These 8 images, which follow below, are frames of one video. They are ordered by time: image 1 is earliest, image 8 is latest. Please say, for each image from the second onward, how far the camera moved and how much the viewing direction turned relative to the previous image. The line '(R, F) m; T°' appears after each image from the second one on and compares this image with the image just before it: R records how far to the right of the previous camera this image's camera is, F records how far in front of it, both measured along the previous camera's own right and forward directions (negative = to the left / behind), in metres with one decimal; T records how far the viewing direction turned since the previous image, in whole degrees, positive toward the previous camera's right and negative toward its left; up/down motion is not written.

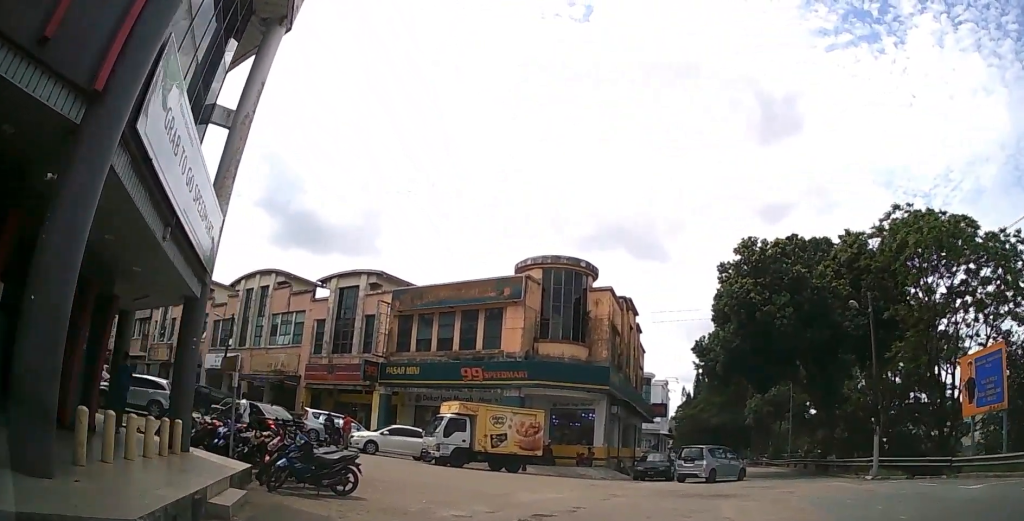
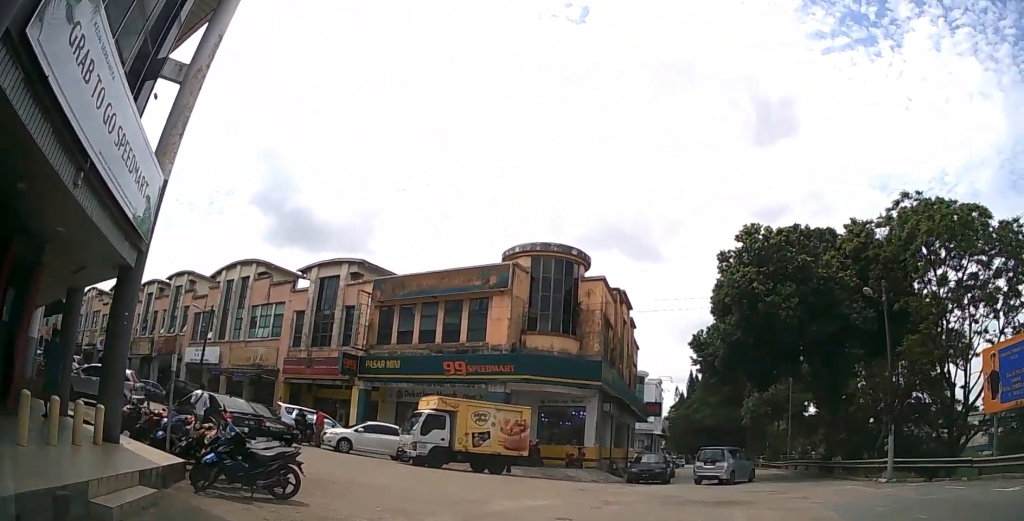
(0.0, +1.8) m; -3°
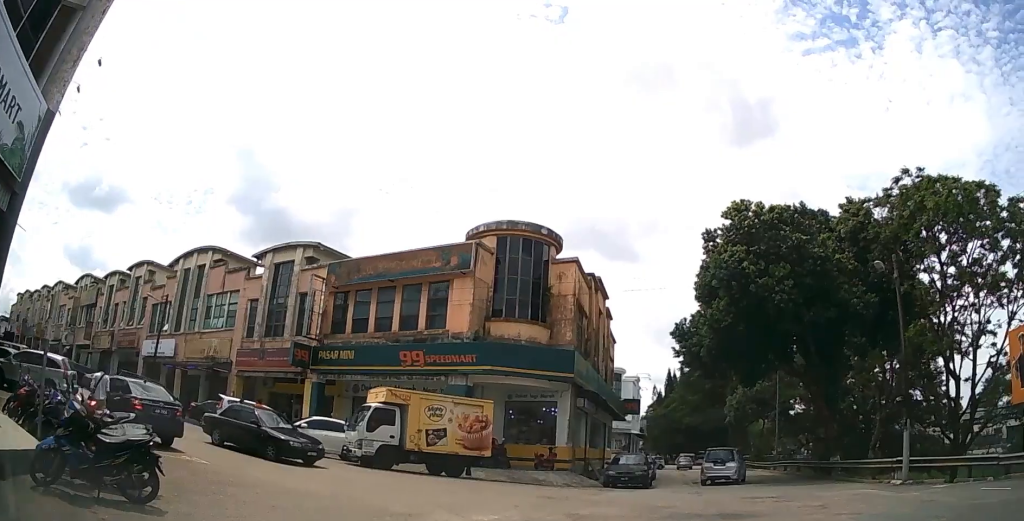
(-0.2, +2.6) m; 0°
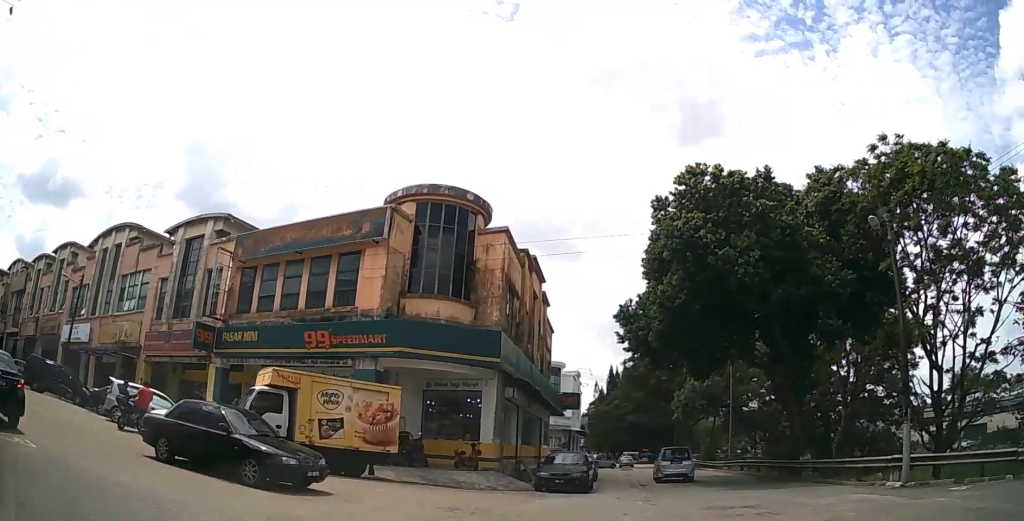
(+0.1, +3.2) m; +5°
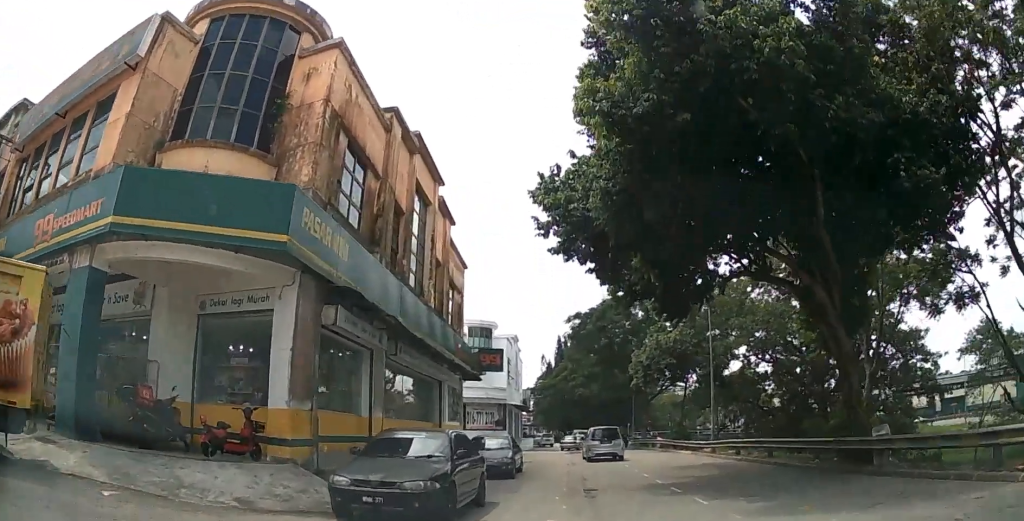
(+1.3, +8.9) m; +11°
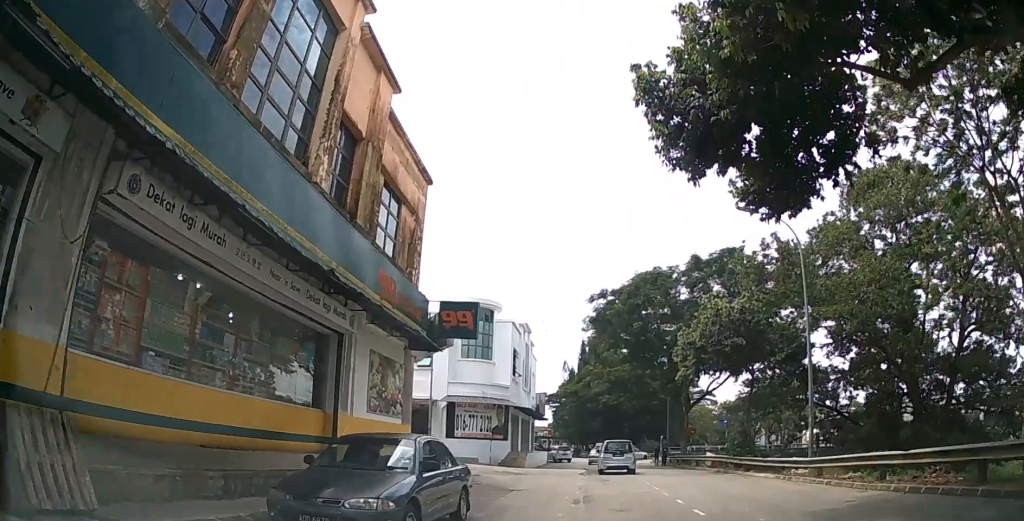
(-0.9, +11.4) m; -9°
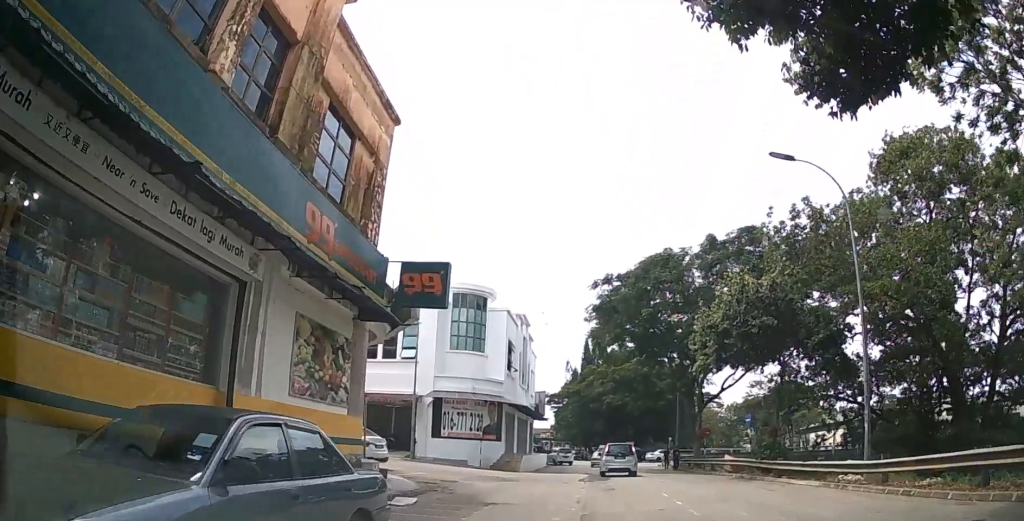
(-0.1, +4.3) m; -1°
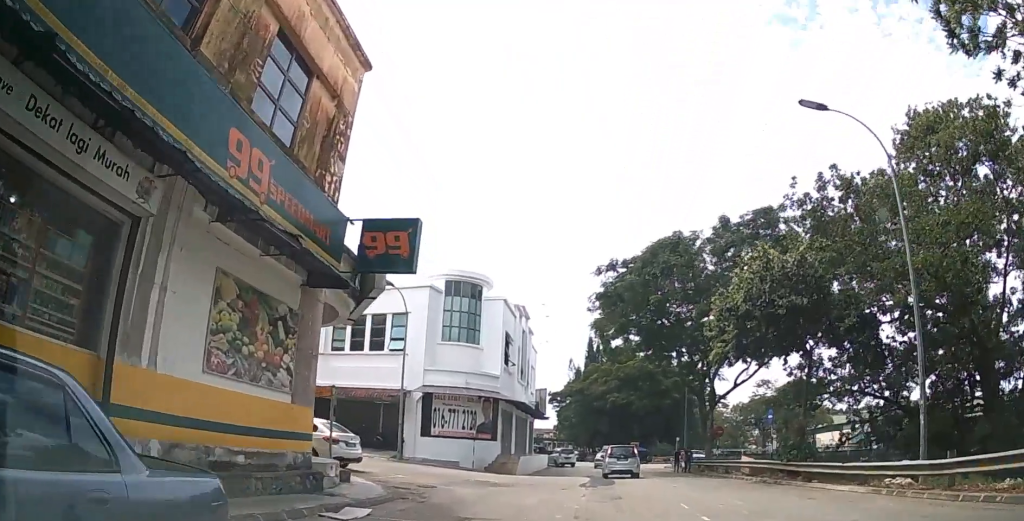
(0.0, +2.7) m; -1°
